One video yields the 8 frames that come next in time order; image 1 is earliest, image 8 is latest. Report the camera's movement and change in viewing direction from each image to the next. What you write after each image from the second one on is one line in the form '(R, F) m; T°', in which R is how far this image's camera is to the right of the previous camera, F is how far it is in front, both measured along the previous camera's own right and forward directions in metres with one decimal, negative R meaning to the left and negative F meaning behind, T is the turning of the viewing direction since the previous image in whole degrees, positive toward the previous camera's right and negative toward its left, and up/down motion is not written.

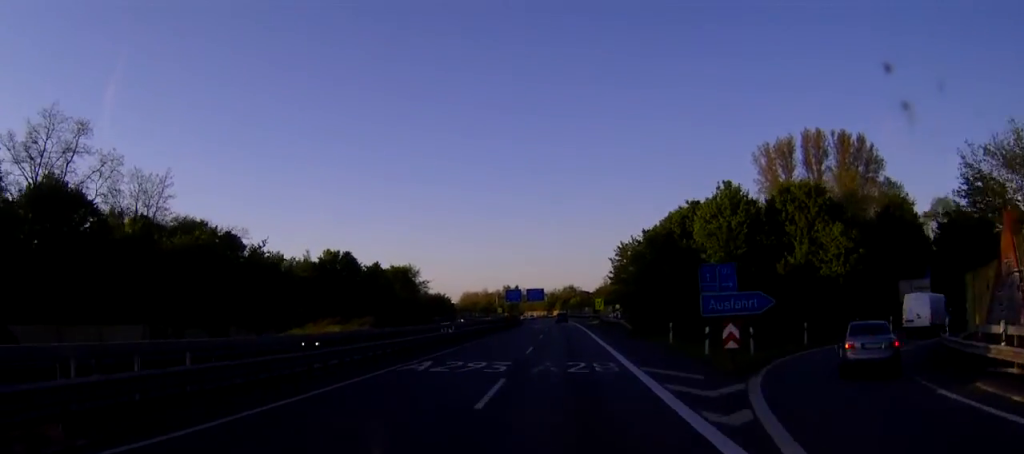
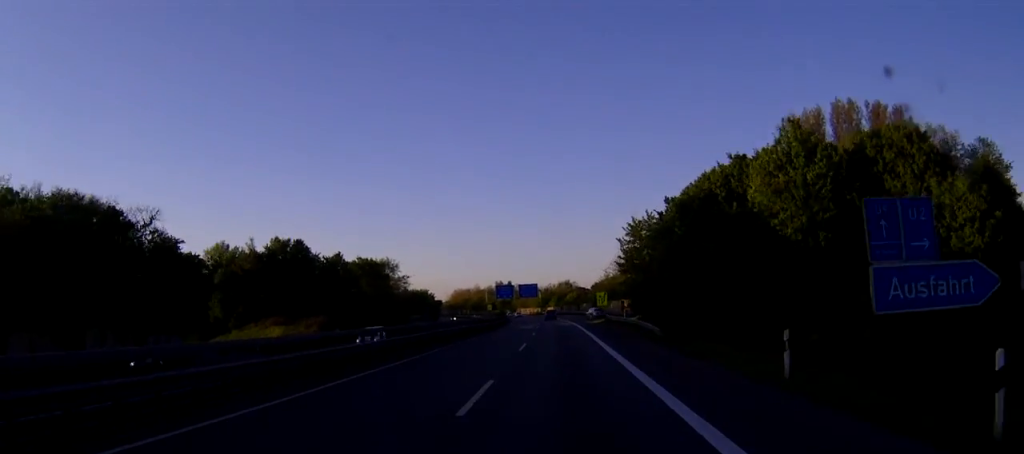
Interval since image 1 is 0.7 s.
(+0.1, +19.2) m; 0°
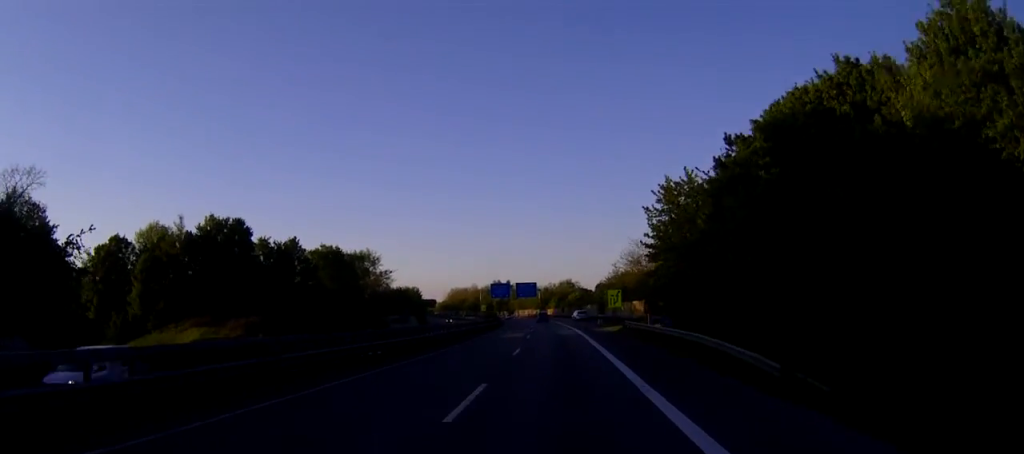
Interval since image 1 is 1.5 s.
(0.0, +19.3) m; 0°
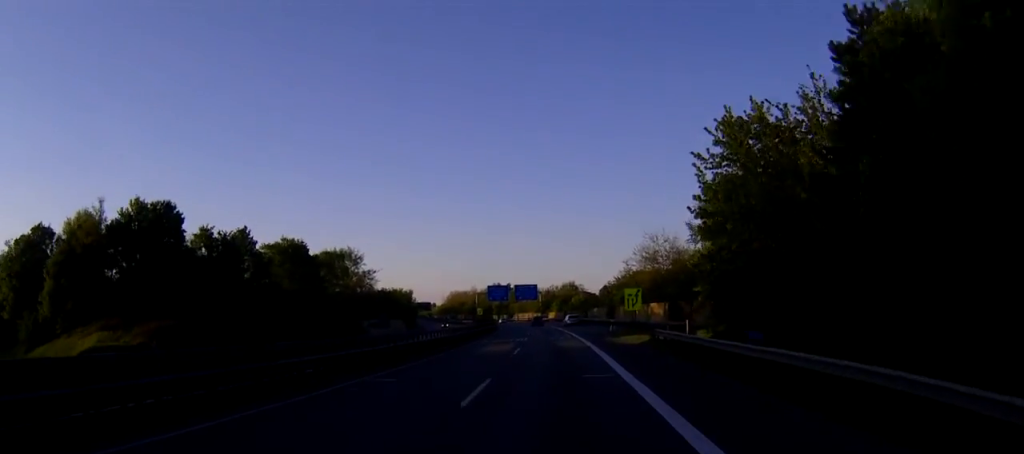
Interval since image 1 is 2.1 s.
(0.0, +15.7) m; 0°
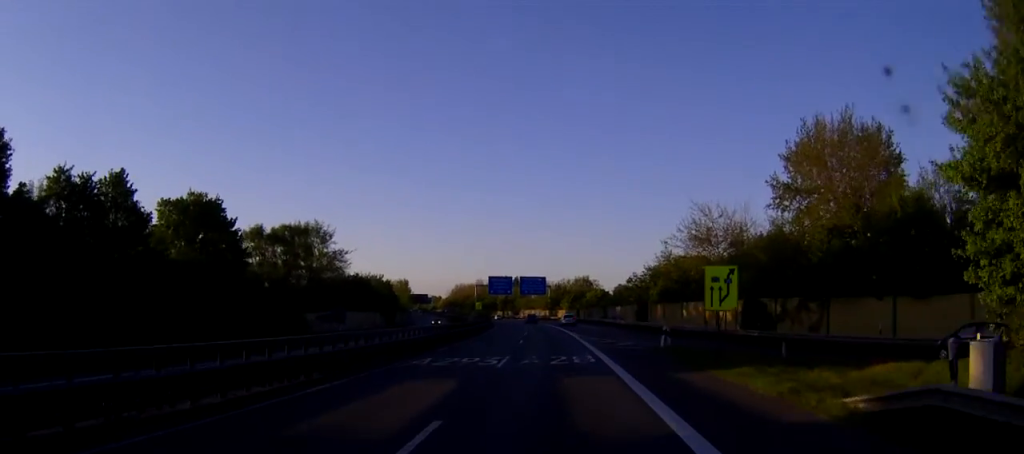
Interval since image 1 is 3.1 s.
(-0.1, +26.1) m; -1°
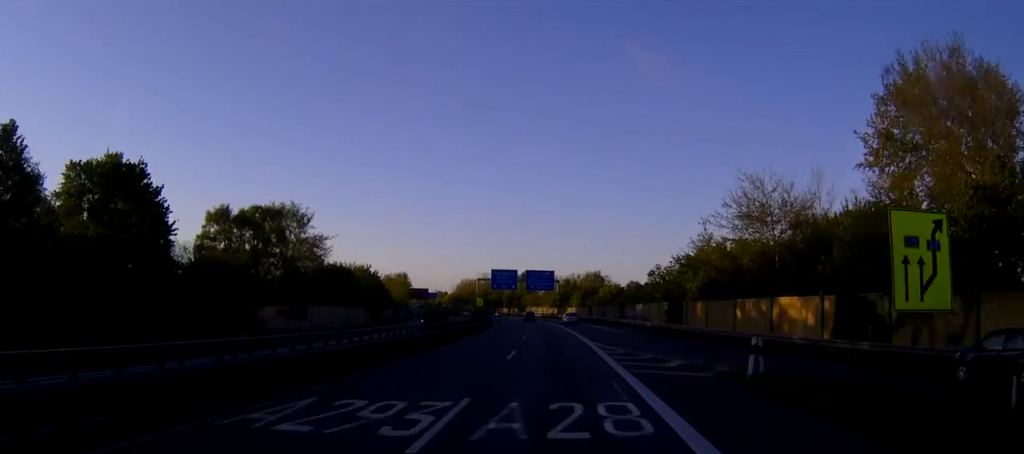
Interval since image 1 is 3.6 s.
(-0.1, +14.7) m; -1°
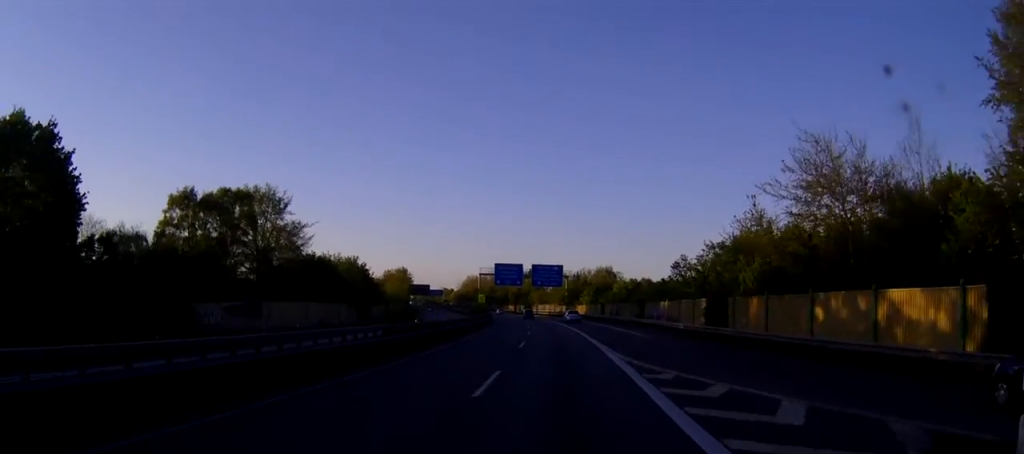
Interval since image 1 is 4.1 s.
(-0.1, +12.1) m; -1°
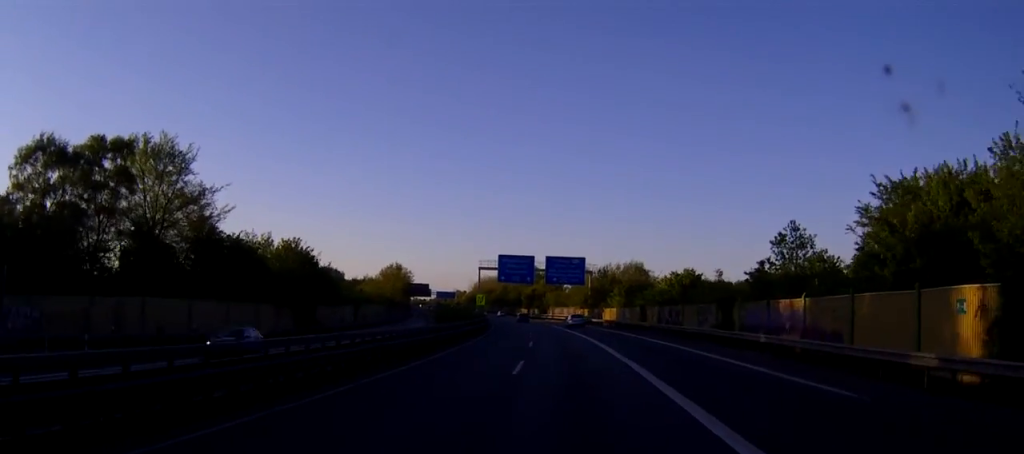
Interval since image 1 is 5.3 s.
(-0.4, +30.2) m; -1°
